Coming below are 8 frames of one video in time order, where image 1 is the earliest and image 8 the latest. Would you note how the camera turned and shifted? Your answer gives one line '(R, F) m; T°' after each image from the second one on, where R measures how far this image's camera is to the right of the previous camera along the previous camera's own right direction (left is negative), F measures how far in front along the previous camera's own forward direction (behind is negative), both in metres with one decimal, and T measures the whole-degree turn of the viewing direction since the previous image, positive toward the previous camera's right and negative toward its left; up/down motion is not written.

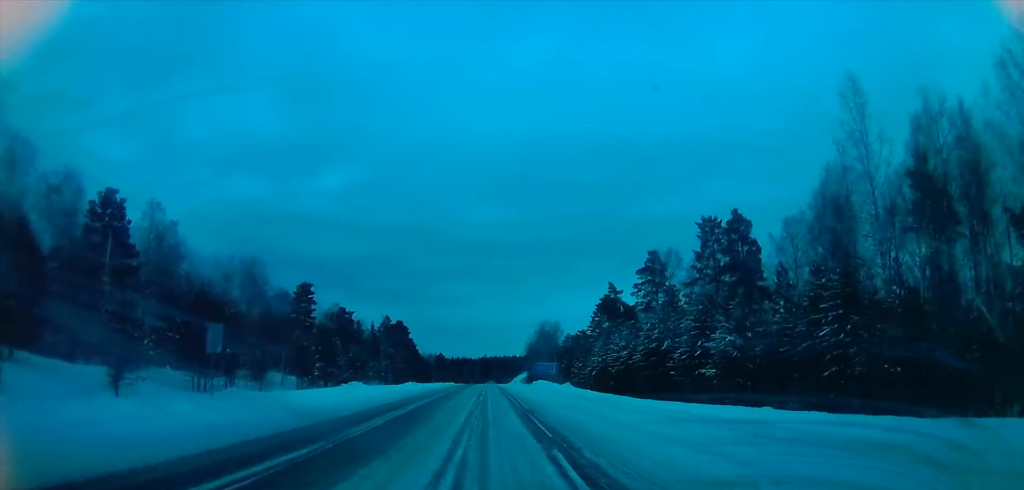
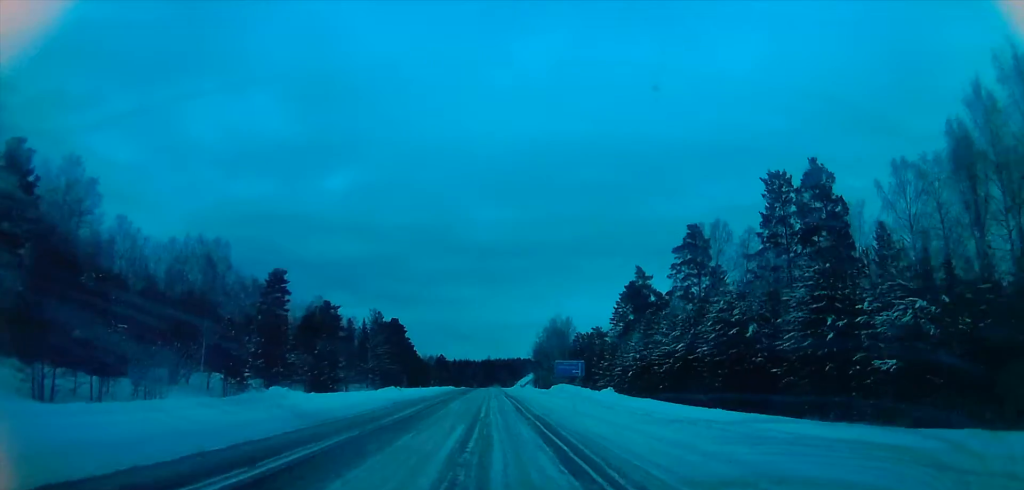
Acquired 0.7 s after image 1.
(0.0, +19.4) m; 0°
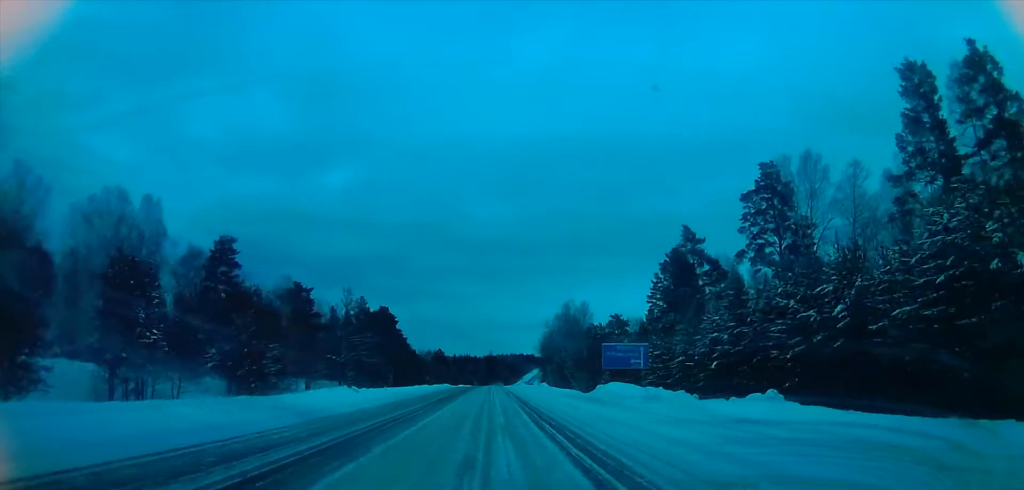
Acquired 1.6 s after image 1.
(0.0, +23.8) m; 0°
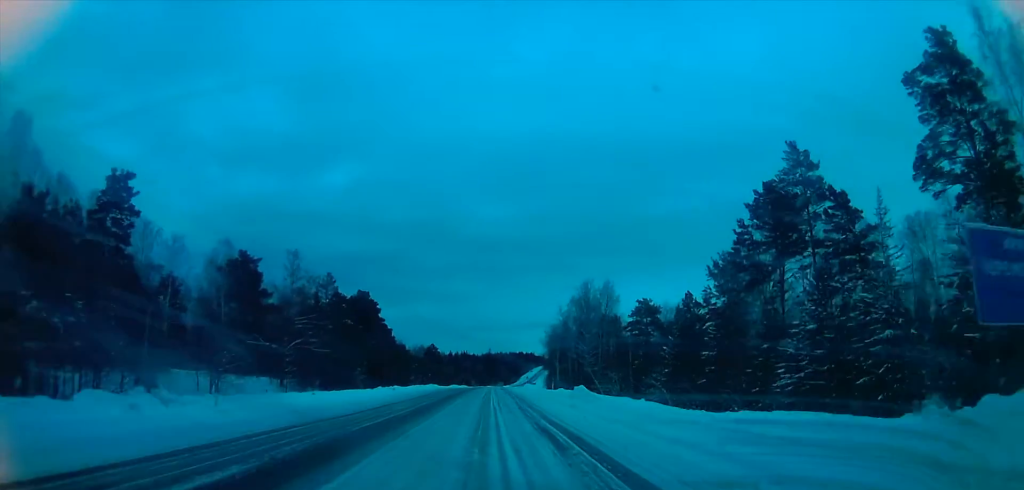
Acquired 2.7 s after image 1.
(0.0, +32.3) m; 0°
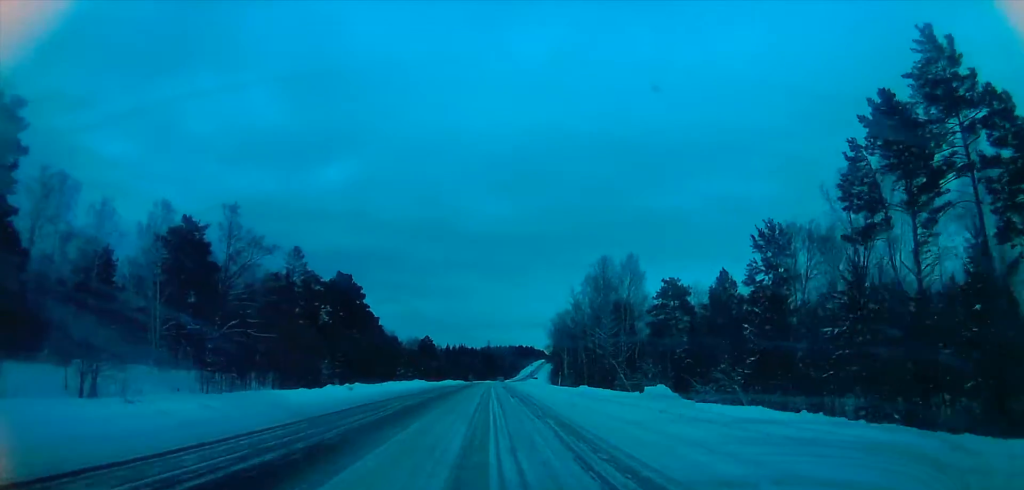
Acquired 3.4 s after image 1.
(0.0, +23.5) m; 0°
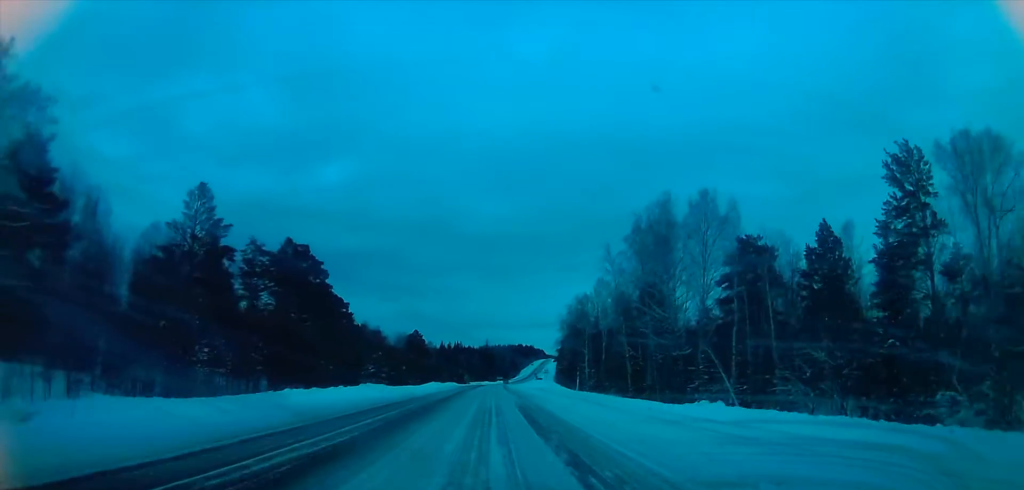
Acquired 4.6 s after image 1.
(+0.1, +41.6) m; 0°
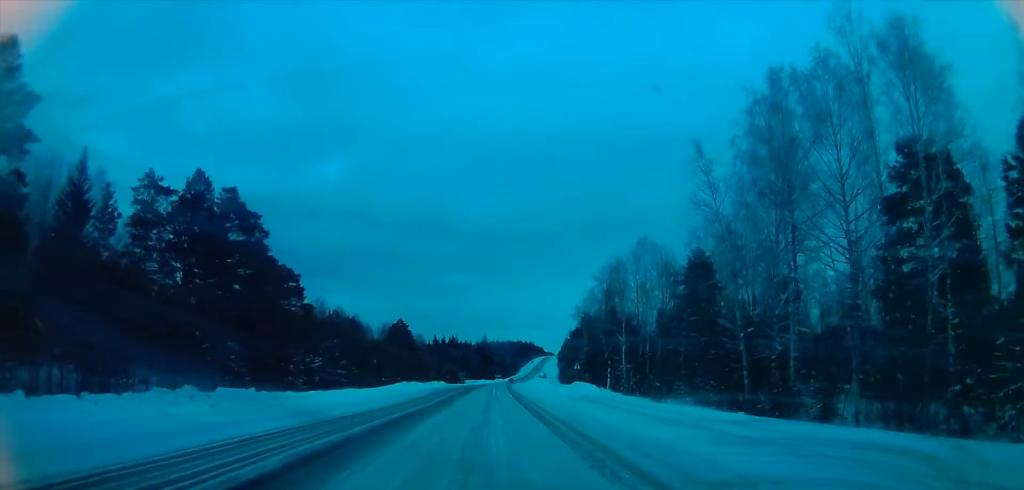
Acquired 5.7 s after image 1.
(0.0, +43.6) m; 0°
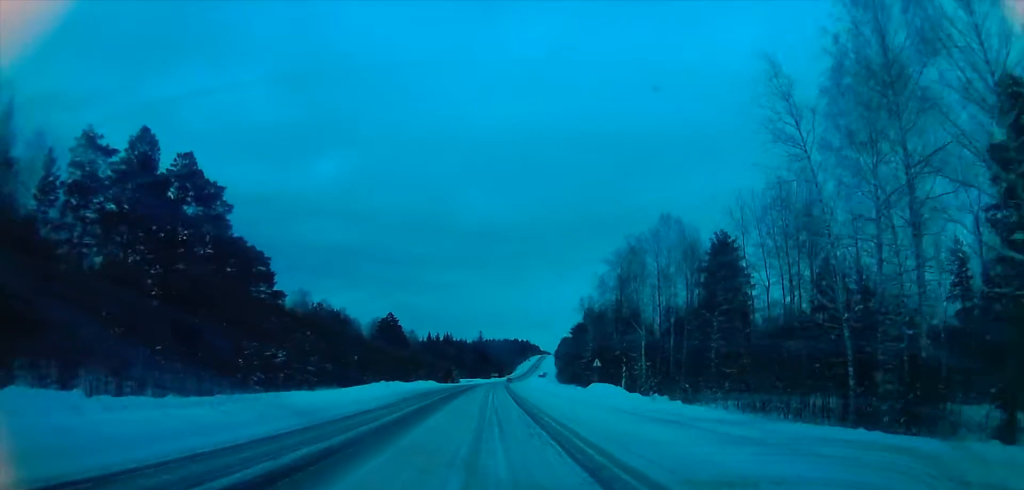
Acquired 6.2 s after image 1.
(0.0, +15.5) m; 0°
